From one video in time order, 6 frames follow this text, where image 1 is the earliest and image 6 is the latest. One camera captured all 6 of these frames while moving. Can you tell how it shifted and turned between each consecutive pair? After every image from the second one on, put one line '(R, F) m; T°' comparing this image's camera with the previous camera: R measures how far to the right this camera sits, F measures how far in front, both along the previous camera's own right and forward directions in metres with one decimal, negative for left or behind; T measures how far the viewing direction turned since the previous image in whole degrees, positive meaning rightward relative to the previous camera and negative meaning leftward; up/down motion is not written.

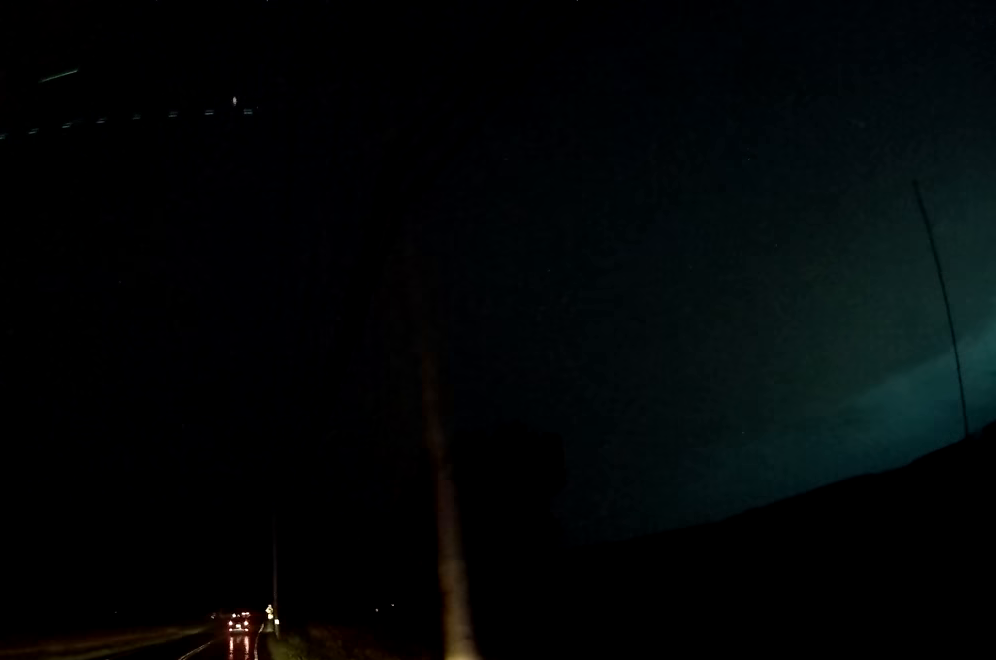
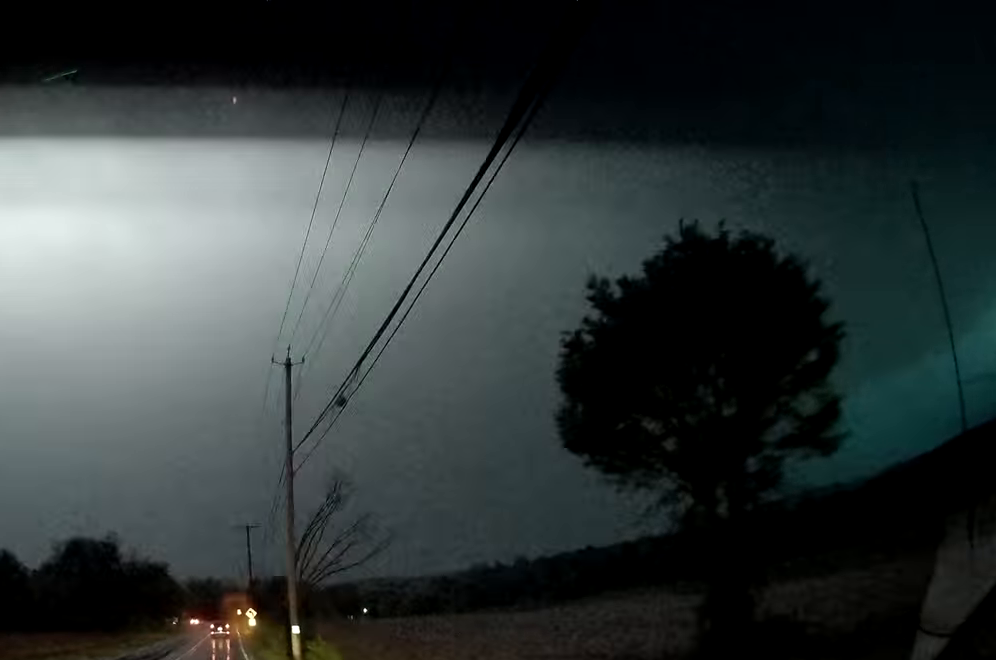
(+0.7, +24.9) m; +3°
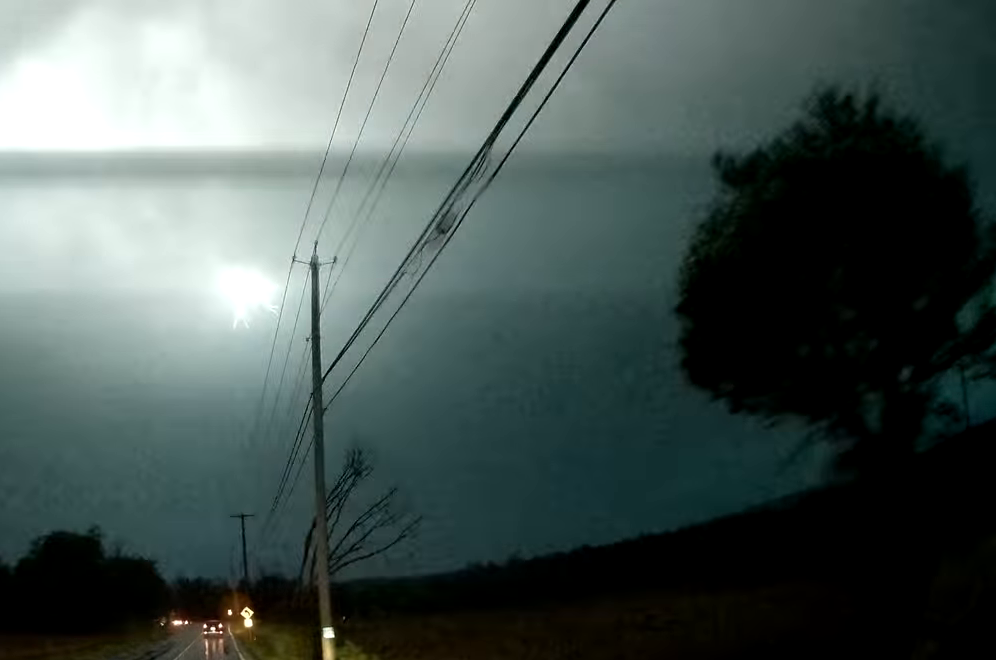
(0.0, +7.9) m; +1°
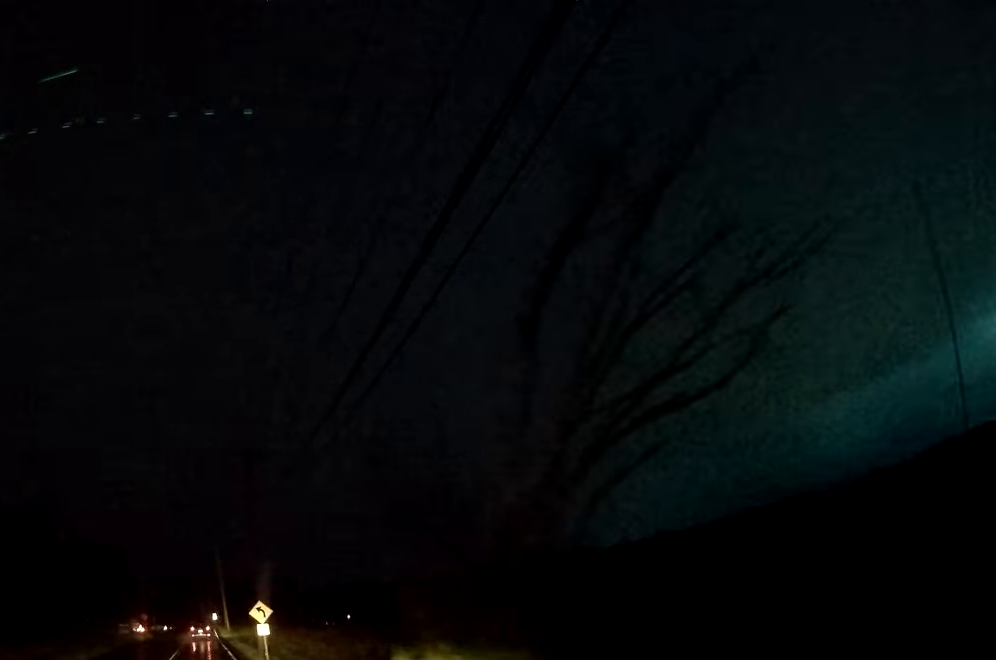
(+0.3, +26.2) m; +1°
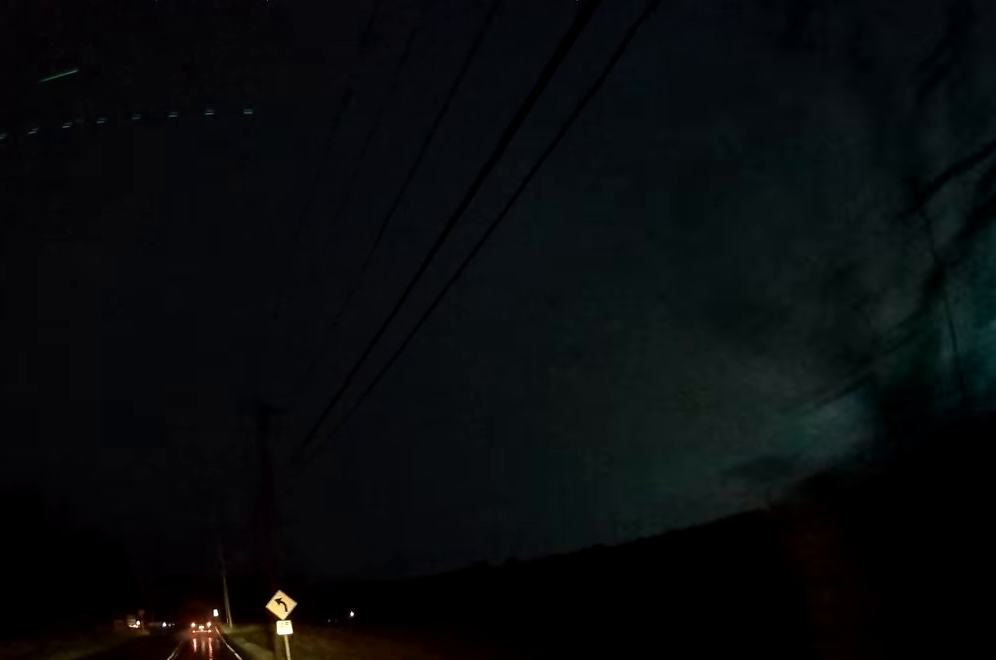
(0.0, +7.5) m; 0°
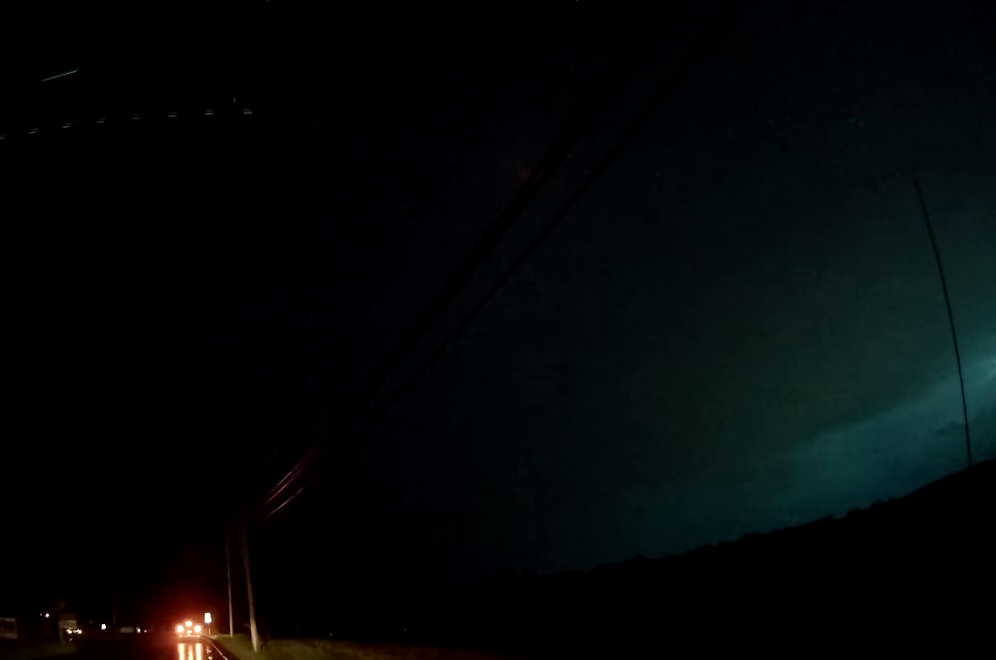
(+0.7, +49.8) m; +1°
